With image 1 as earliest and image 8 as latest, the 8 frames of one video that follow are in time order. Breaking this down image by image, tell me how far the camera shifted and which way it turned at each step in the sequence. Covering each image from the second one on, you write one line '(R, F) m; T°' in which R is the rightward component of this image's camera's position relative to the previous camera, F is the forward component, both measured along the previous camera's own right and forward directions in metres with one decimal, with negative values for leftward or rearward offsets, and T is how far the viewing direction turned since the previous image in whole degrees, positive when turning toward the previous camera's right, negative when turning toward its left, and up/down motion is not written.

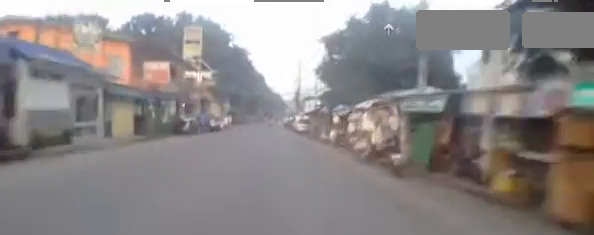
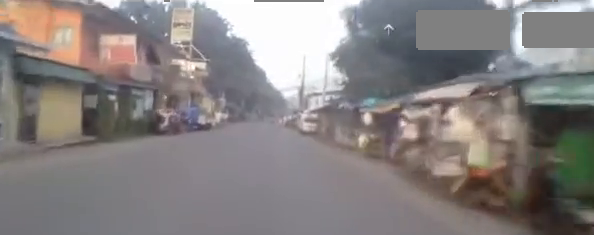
(+0.6, +6.8) m; 0°
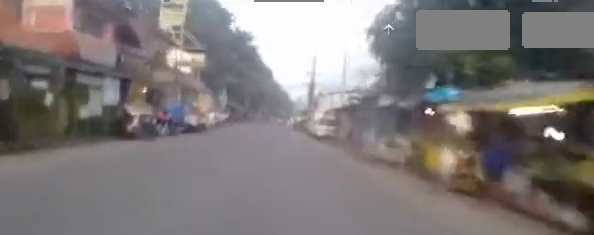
(+0.3, +6.3) m; 0°
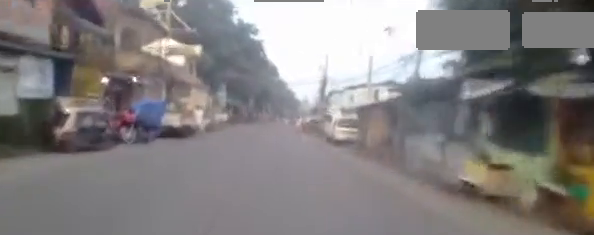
(-0.4, +5.4) m; -1°
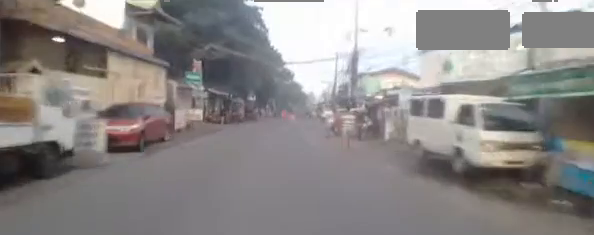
(0.0, +13.8) m; -2°
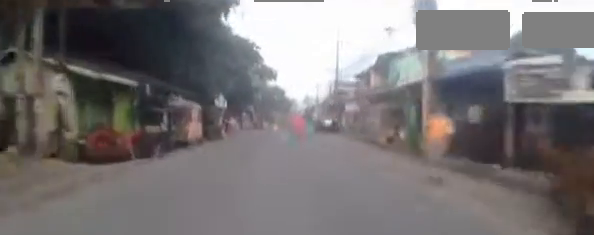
(-0.1, +18.3) m; +3°
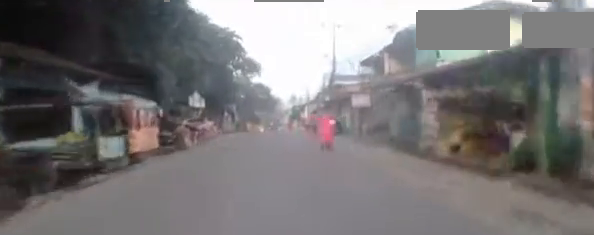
(+0.3, +7.1) m; +3°
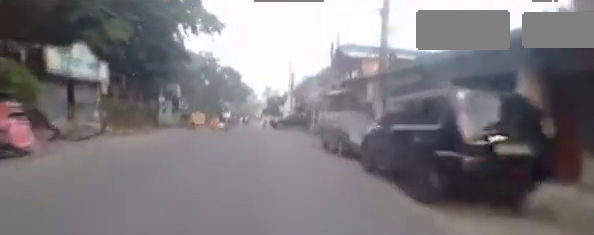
(+1.2, +20.7) m; +7°
